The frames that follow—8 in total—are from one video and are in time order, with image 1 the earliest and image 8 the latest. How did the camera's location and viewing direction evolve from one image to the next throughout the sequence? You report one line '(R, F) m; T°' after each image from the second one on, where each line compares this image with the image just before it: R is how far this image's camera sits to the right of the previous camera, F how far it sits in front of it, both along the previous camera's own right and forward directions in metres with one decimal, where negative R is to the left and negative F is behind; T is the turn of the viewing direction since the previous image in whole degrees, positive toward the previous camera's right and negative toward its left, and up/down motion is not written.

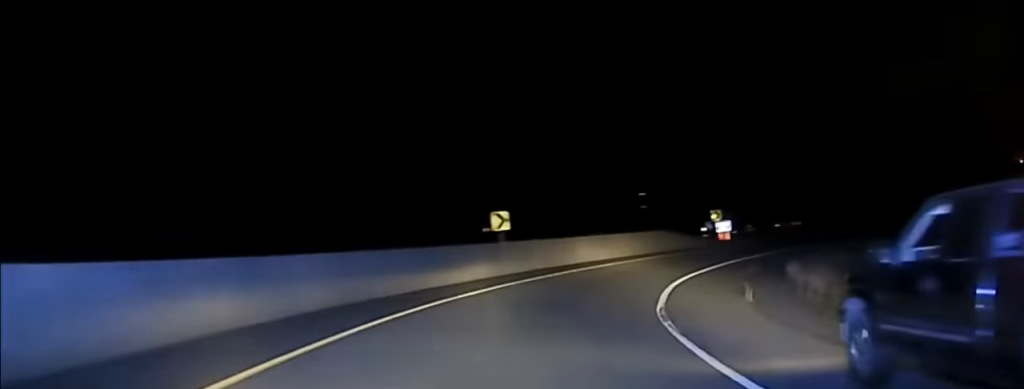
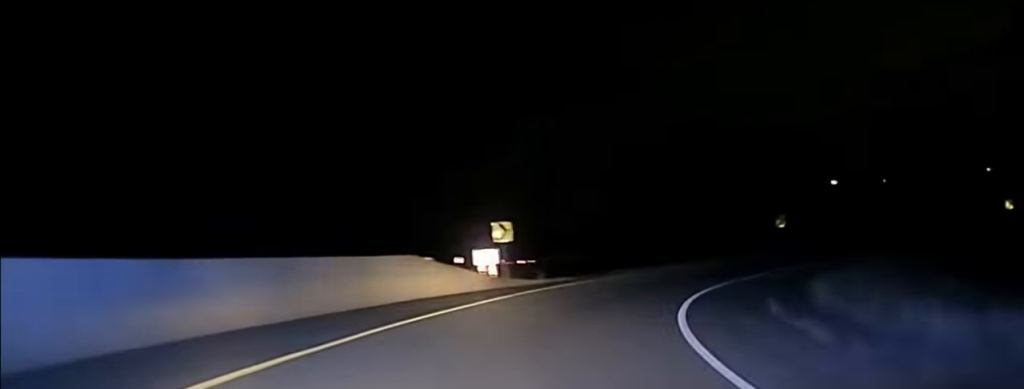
(+3.5, +26.9) m; +18°
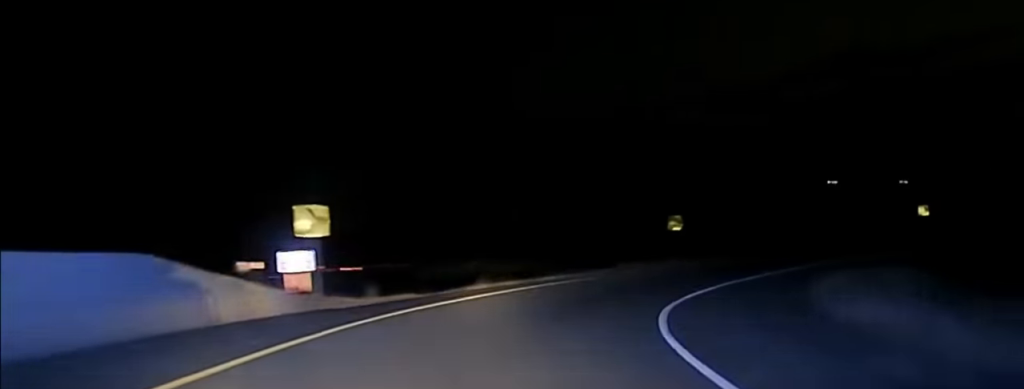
(+1.1, +12.6) m; +11°
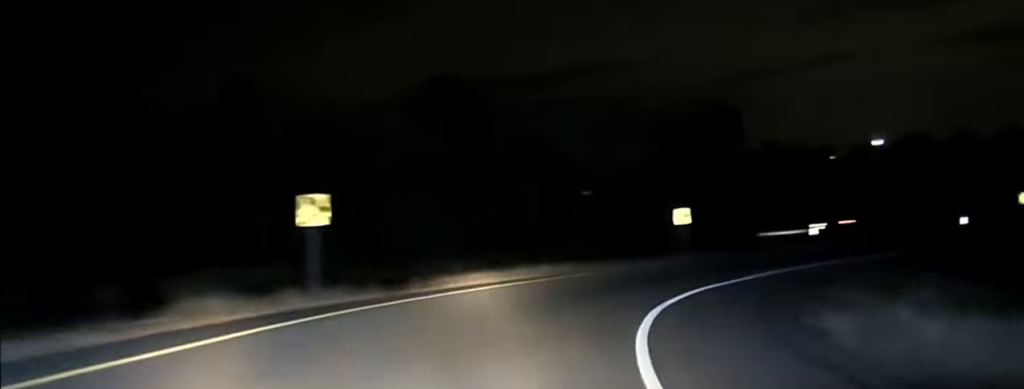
(+5.3, +26.2) m; +30°
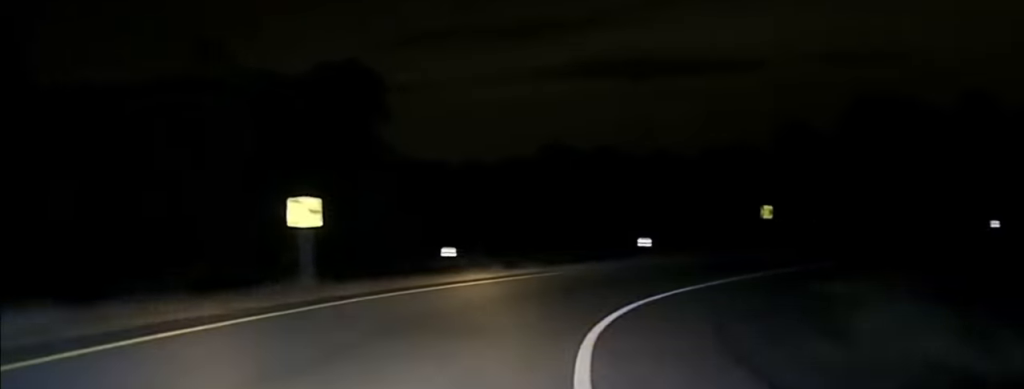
(+6.4, +23.0) m; +31°
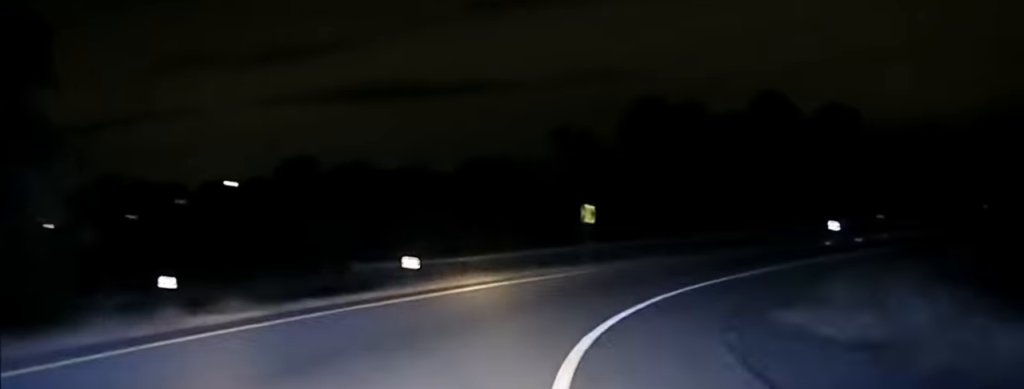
(+3.8, +18.7) m; +17°
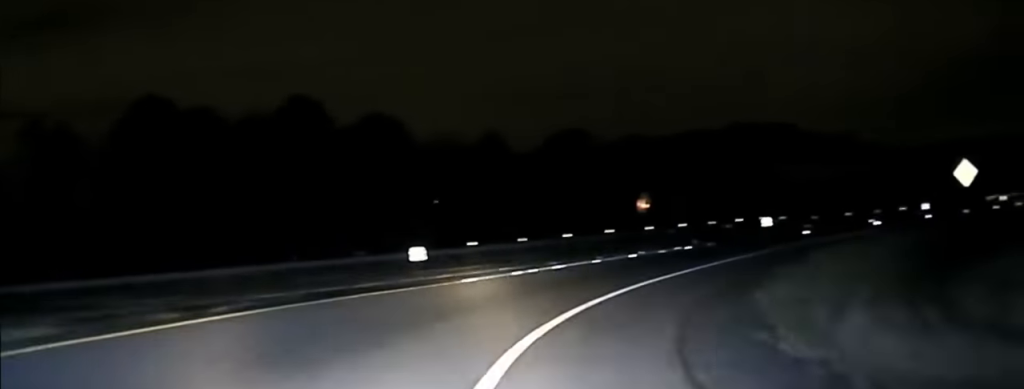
(+7.4, +27.7) m; +31°
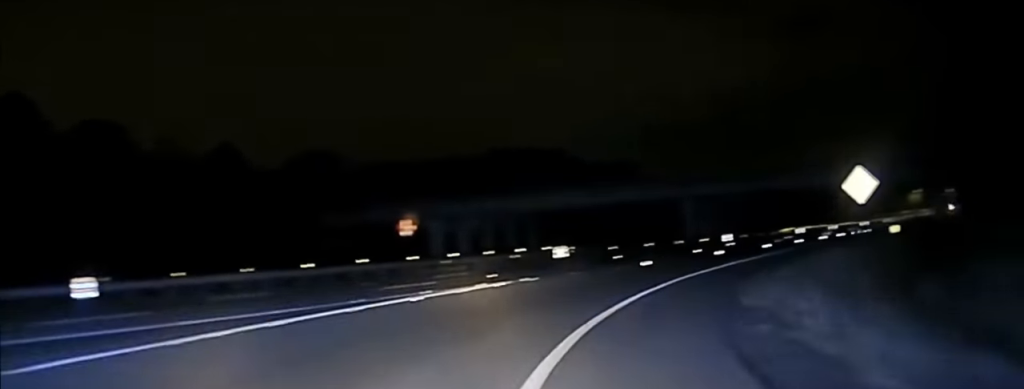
(+2.6, +15.5) m; +16°
